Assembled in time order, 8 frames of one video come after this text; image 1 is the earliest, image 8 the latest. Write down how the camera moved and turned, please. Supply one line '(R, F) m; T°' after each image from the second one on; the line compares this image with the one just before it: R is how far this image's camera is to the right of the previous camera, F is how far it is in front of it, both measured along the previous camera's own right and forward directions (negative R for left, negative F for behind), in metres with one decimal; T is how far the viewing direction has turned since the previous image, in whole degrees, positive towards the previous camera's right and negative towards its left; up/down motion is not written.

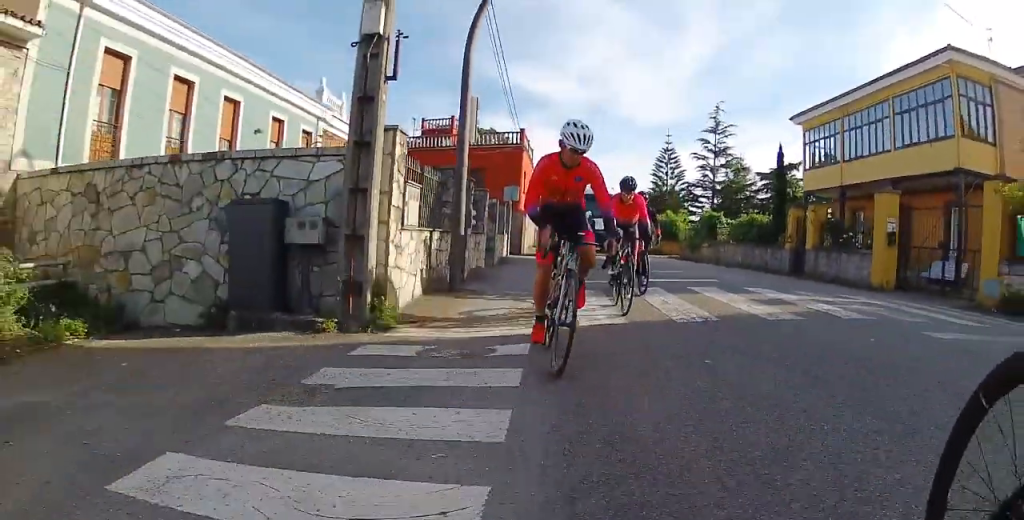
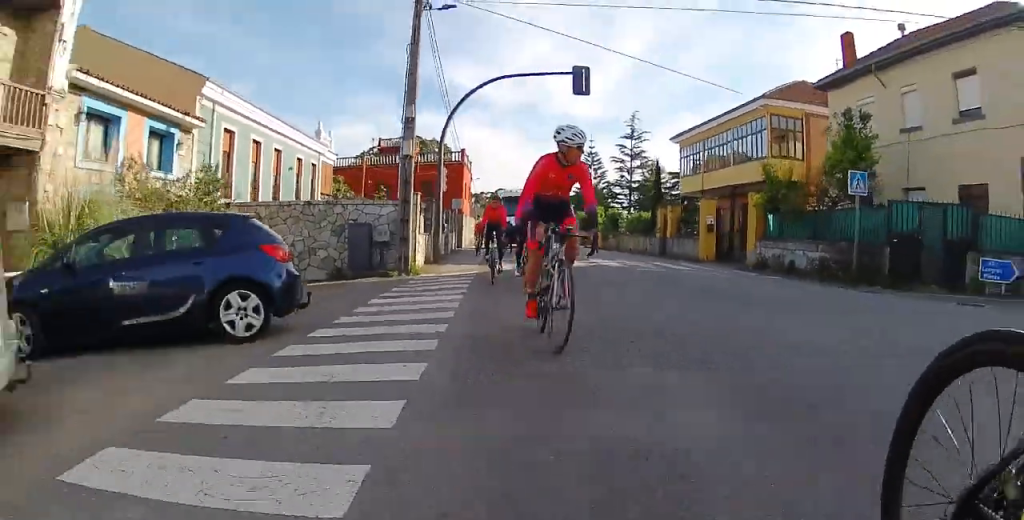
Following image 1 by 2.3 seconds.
(0.0, +9.0) m; -3°
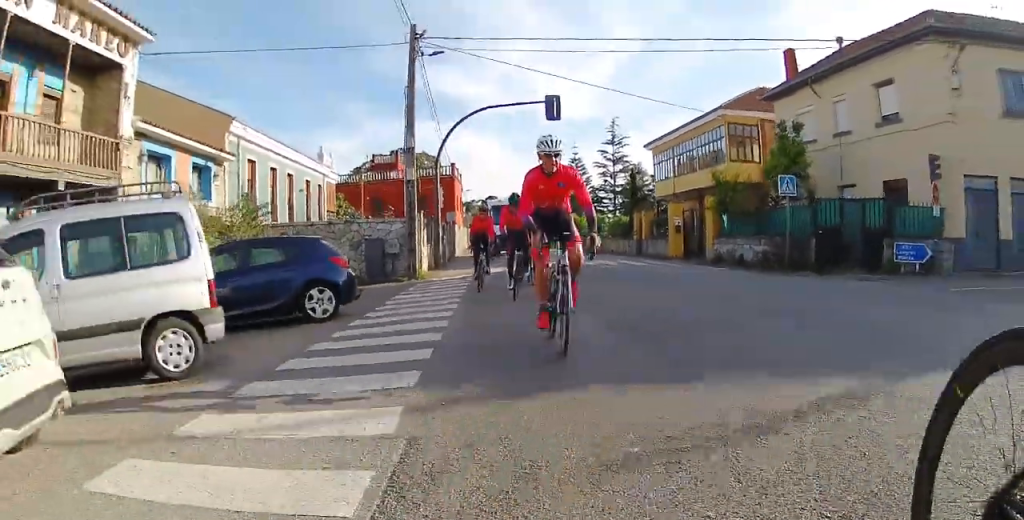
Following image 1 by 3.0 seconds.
(0.0, +3.2) m; 0°
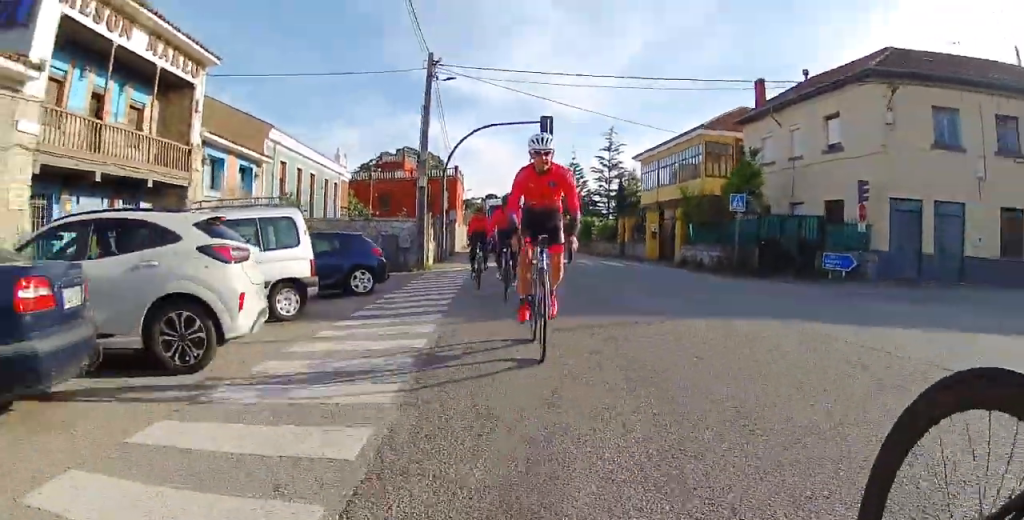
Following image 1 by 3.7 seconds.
(0.0, +3.7) m; 0°
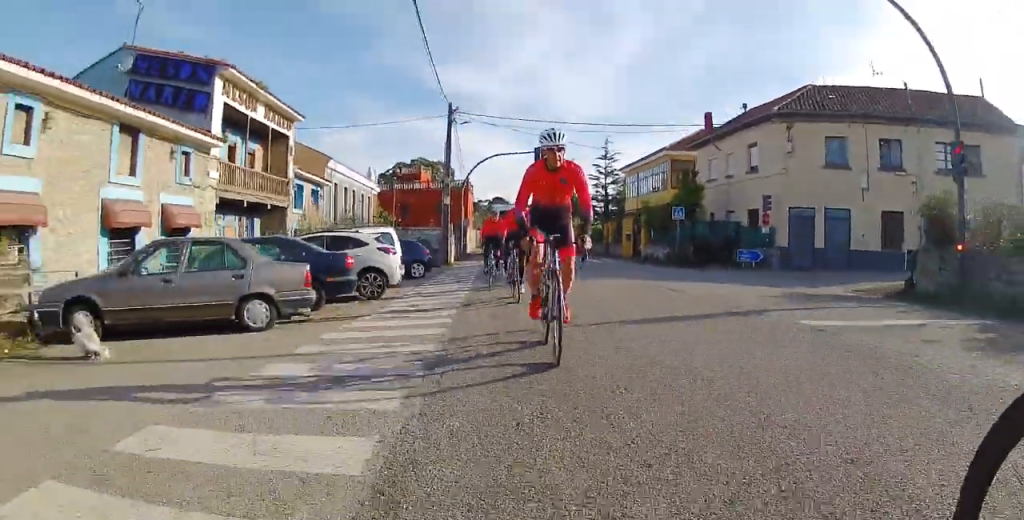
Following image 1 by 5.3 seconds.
(+0.1, +7.9) m; +1°
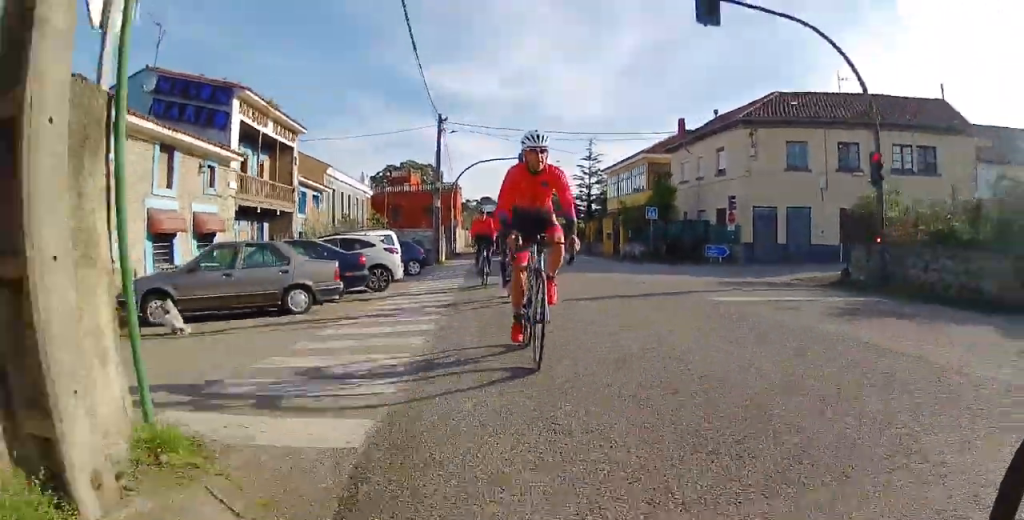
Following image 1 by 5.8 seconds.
(0.0, +2.4) m; 0°
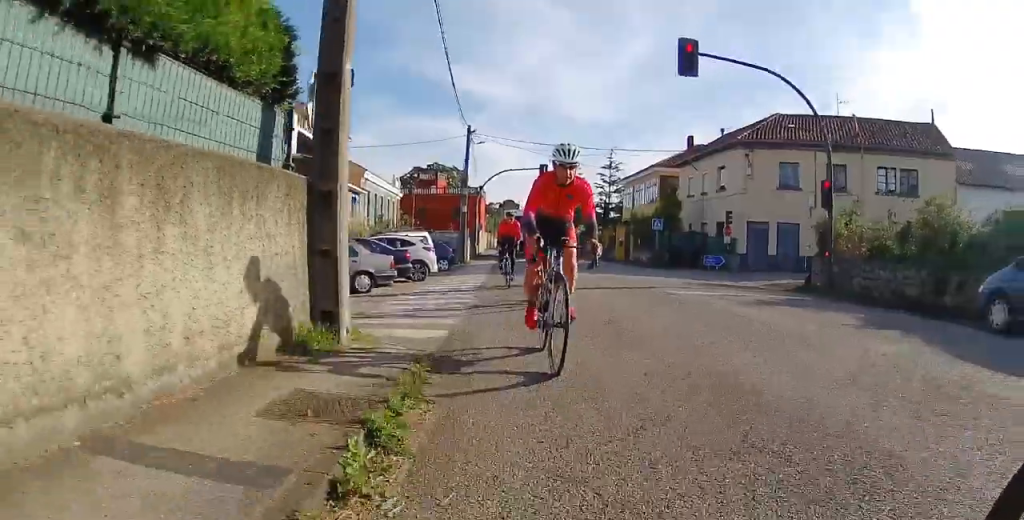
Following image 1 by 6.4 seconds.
(0.0, +3.2) m; 0°
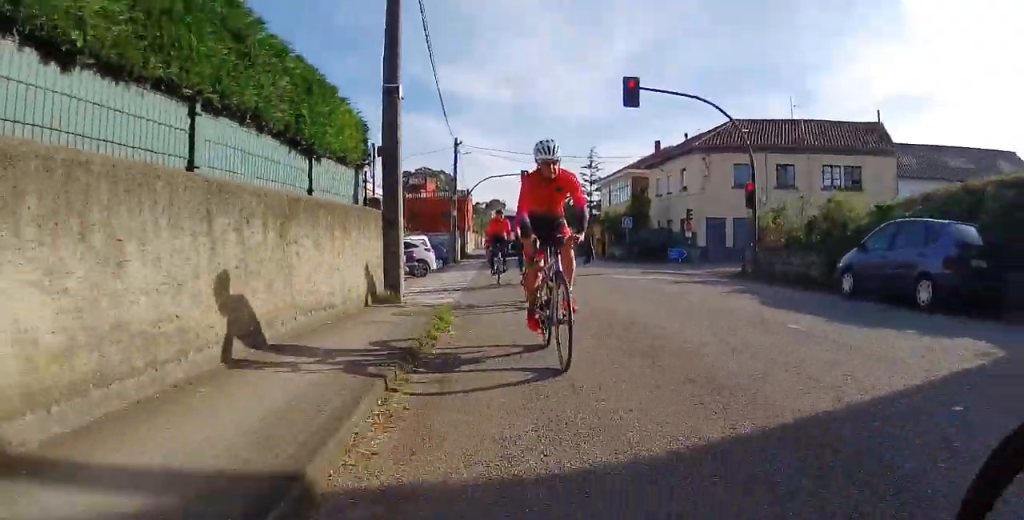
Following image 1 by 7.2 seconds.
(0.0, +4.0) m; -1°
